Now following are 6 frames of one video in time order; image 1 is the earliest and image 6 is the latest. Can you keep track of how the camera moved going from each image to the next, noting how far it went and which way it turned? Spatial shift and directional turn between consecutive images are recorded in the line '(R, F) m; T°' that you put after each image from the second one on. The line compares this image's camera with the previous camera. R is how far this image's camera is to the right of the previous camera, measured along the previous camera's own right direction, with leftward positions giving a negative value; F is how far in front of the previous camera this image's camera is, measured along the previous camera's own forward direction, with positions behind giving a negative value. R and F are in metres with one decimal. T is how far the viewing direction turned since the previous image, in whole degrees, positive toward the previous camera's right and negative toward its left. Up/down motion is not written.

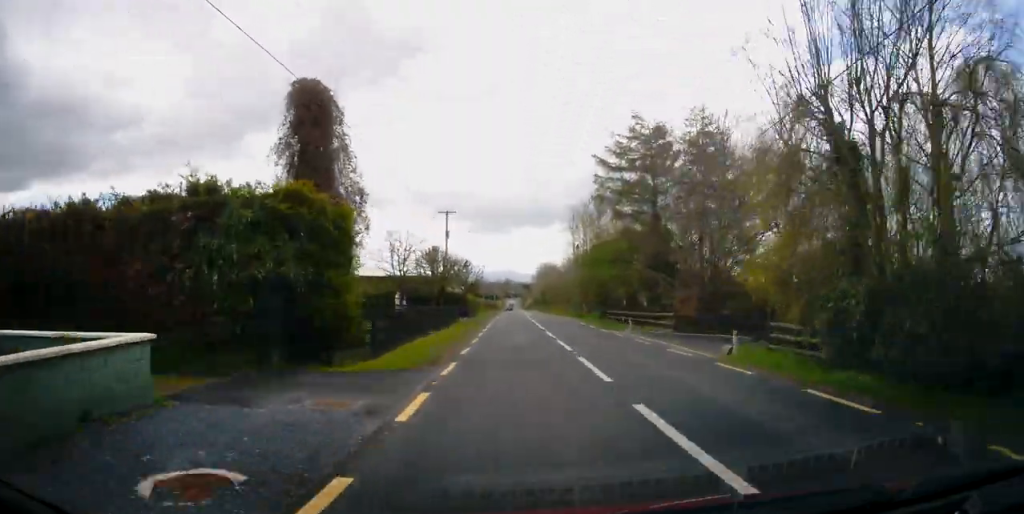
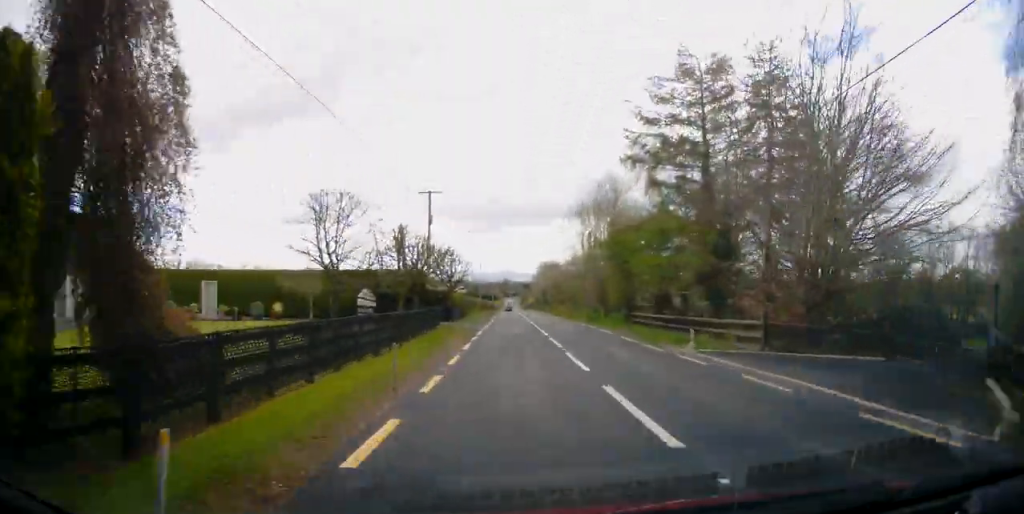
(+0.3, +9.8) m; +1°
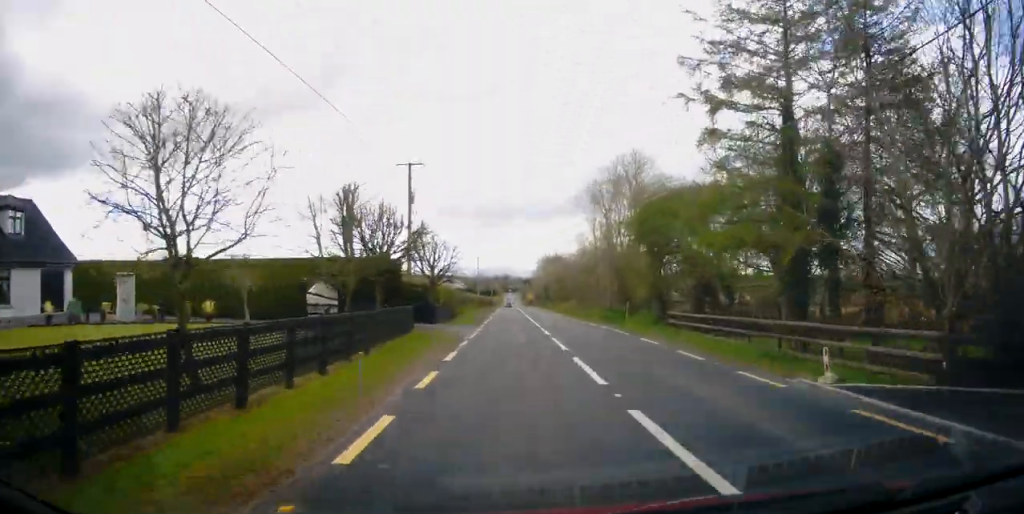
(+0.3, +8.0) m; 0°
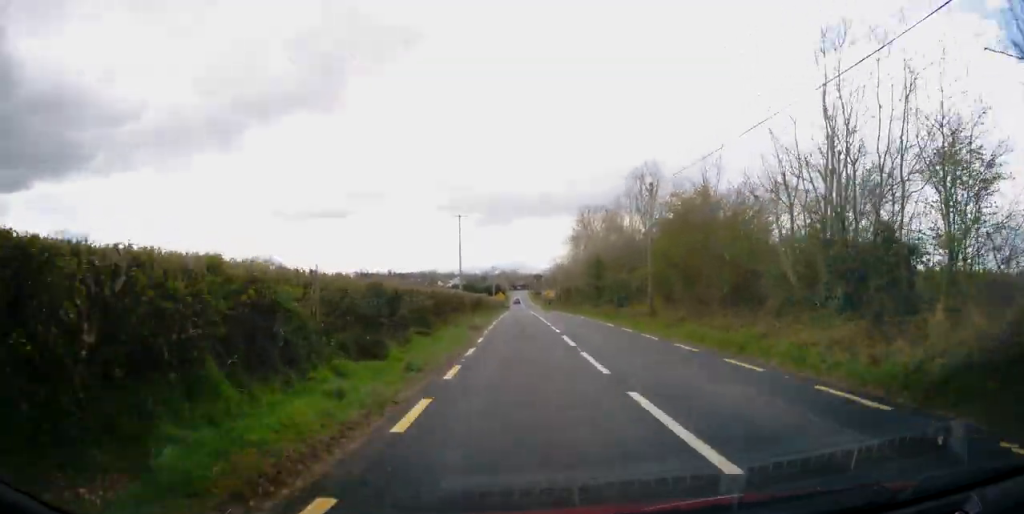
(-0.8, +51.4) m; -1°
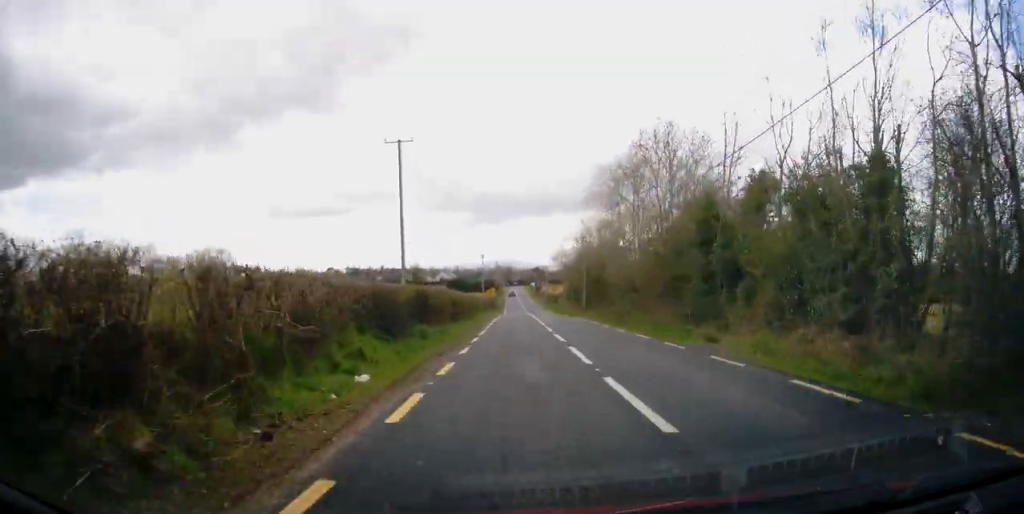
(0.0, +27.9) m; +1°
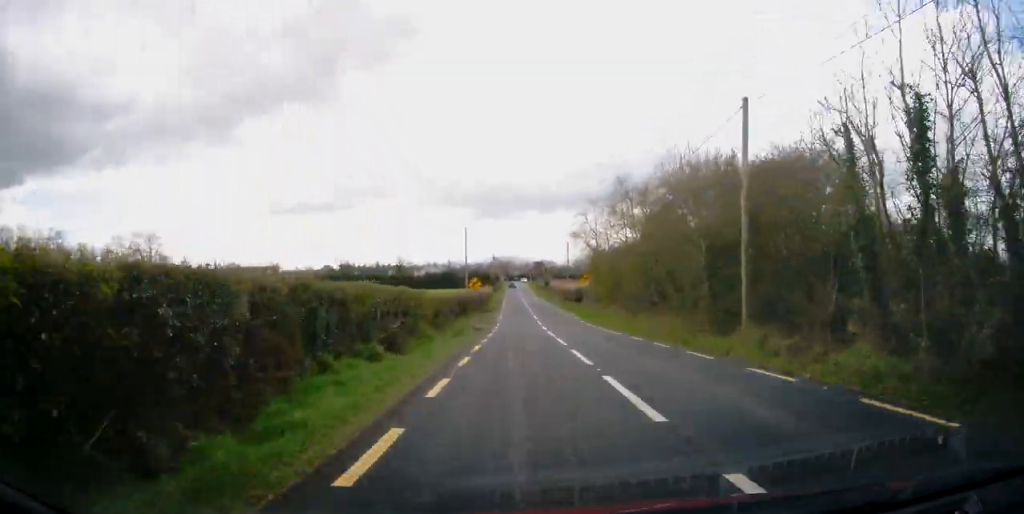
(+0.2, +34.4) m; 0°
